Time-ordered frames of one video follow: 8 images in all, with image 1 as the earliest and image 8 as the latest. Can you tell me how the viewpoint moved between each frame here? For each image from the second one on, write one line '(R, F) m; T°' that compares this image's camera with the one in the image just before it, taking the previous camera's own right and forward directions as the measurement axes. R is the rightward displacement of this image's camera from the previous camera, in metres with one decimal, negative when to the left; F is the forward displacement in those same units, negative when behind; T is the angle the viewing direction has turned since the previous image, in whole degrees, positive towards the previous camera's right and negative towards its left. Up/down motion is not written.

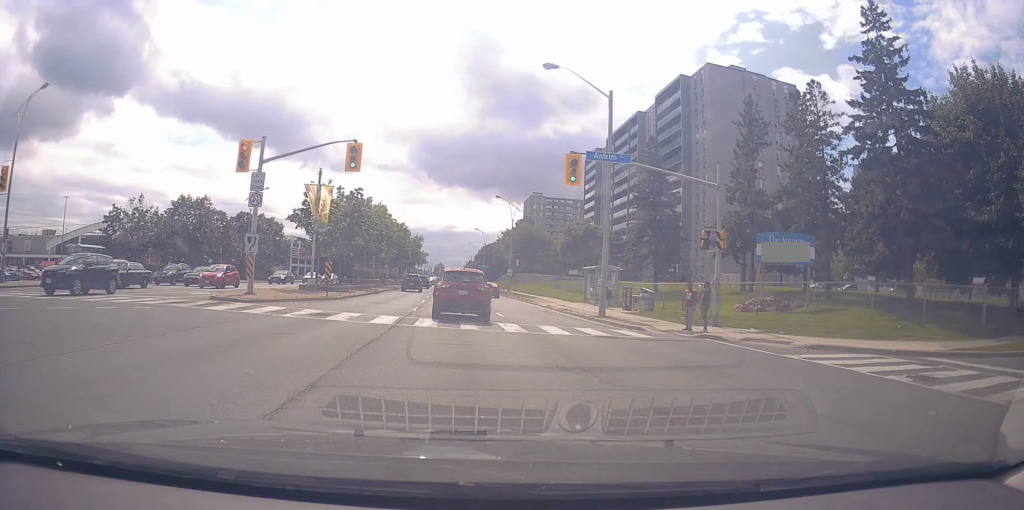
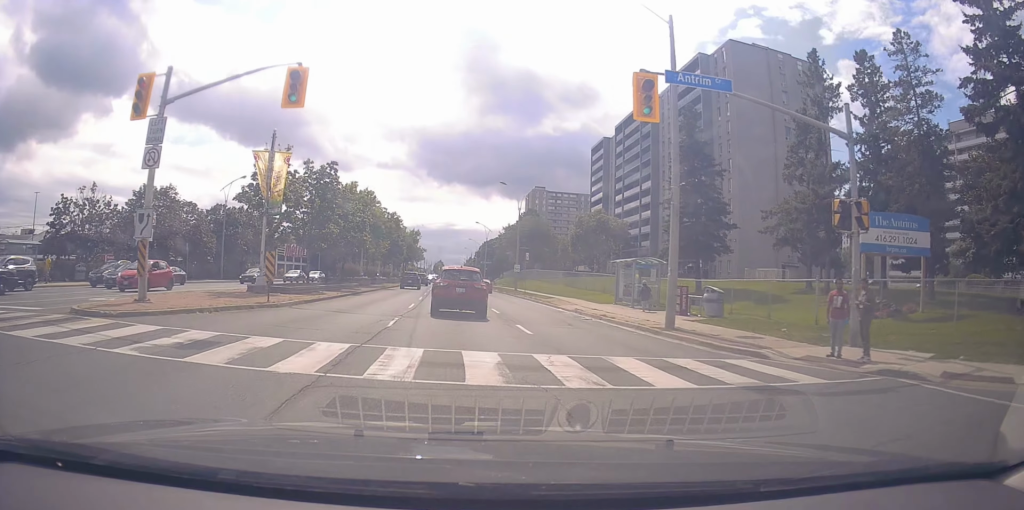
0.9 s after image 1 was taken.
(+0.2, +8.3) m; 0°
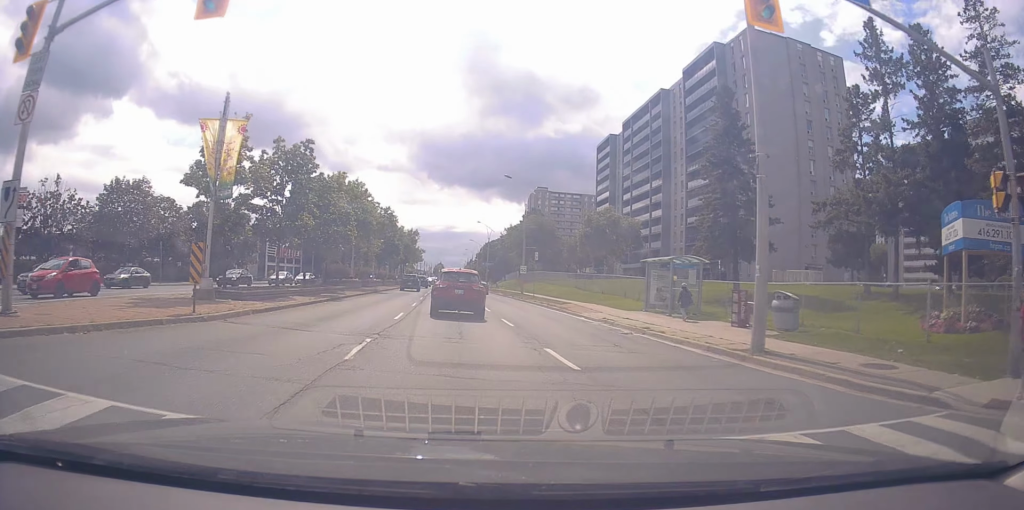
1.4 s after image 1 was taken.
(-0.1, +5.4) m; -1°
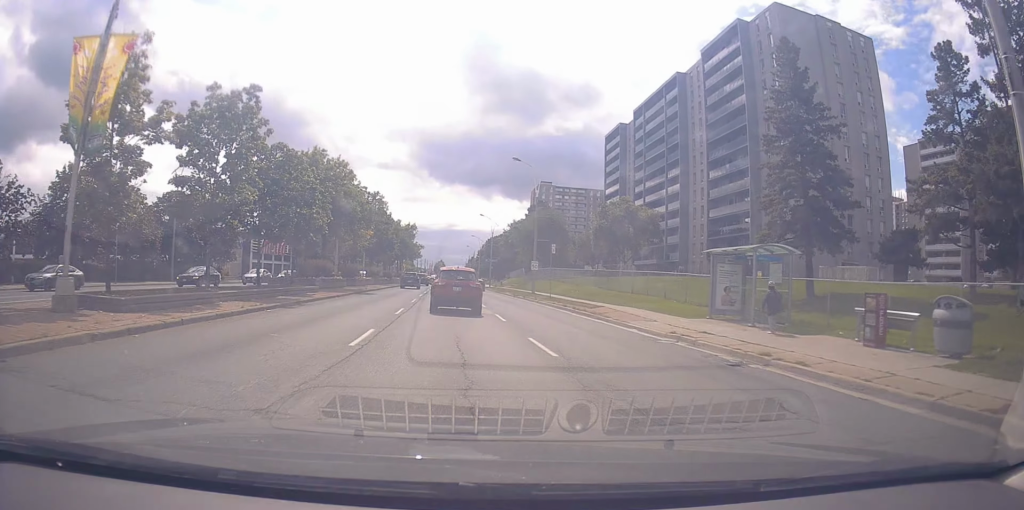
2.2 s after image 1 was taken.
(-0.1, +7.4) m; 0°
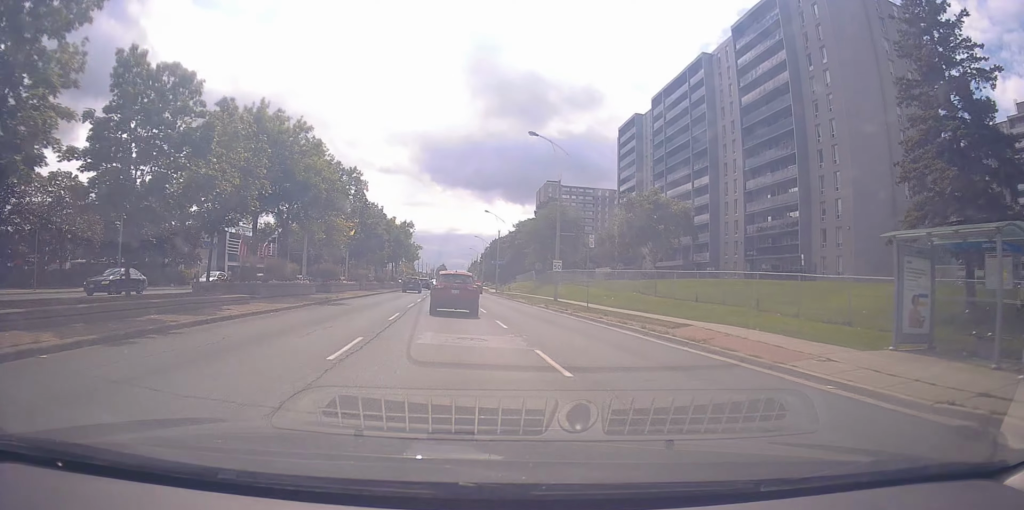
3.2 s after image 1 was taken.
(+0.1, +9.9) m; +1°
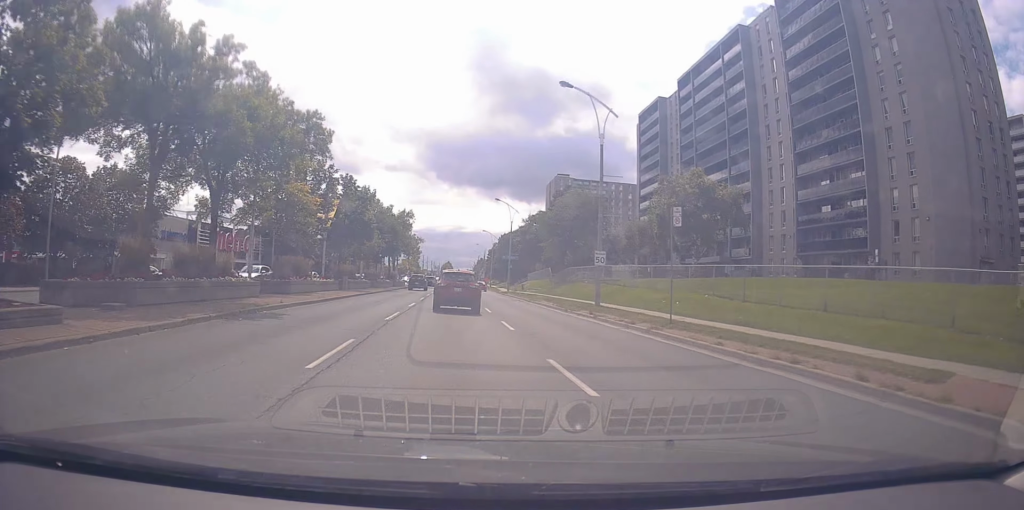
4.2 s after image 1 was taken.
(+0.1, +10.0) m; 0°
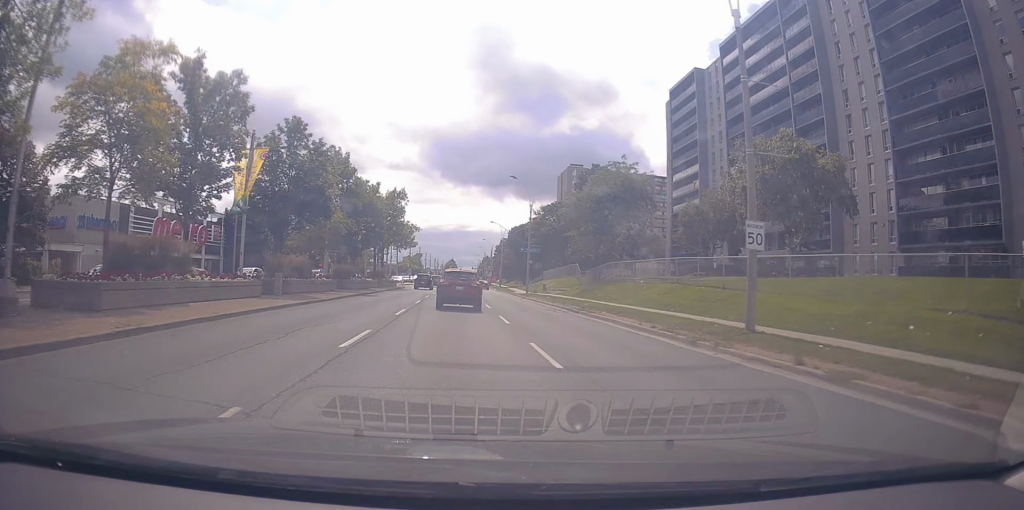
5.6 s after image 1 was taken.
(-0.2, +15.3) m; -2°
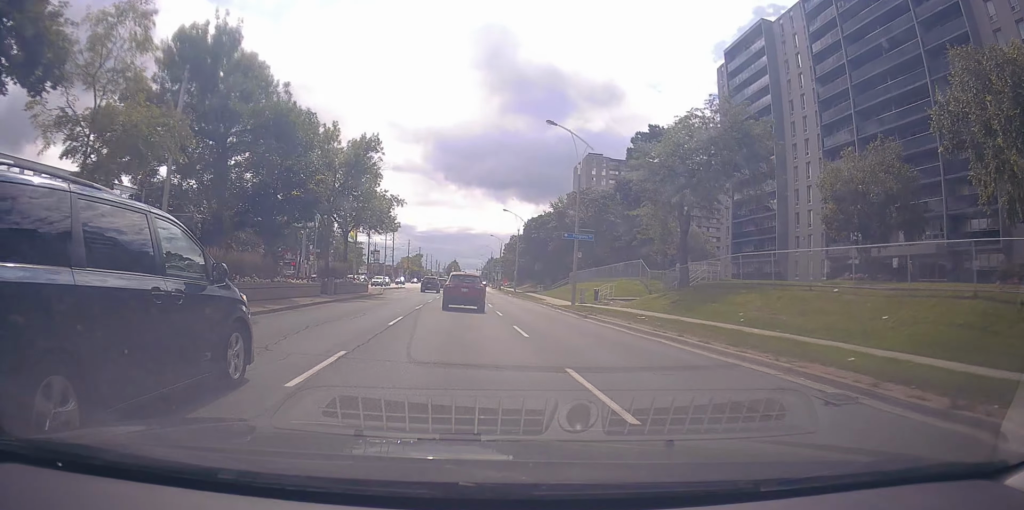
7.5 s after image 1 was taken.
(-0.4, +21.4) m; -1°
